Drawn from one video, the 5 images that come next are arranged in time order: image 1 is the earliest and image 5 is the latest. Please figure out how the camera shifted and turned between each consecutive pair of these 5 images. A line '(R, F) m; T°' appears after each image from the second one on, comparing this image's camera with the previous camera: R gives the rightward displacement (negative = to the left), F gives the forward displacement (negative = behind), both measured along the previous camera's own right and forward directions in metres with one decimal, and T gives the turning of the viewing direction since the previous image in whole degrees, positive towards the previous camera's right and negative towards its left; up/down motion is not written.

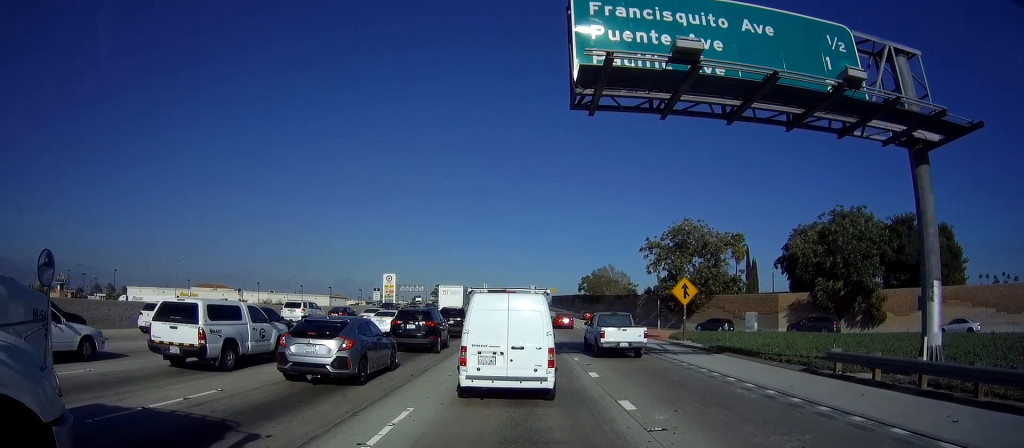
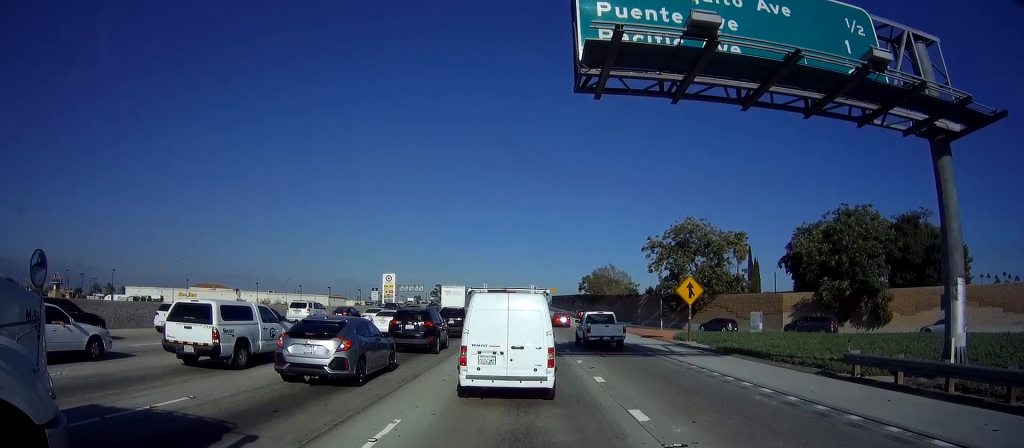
(+0.1, +1.0) m; +2°
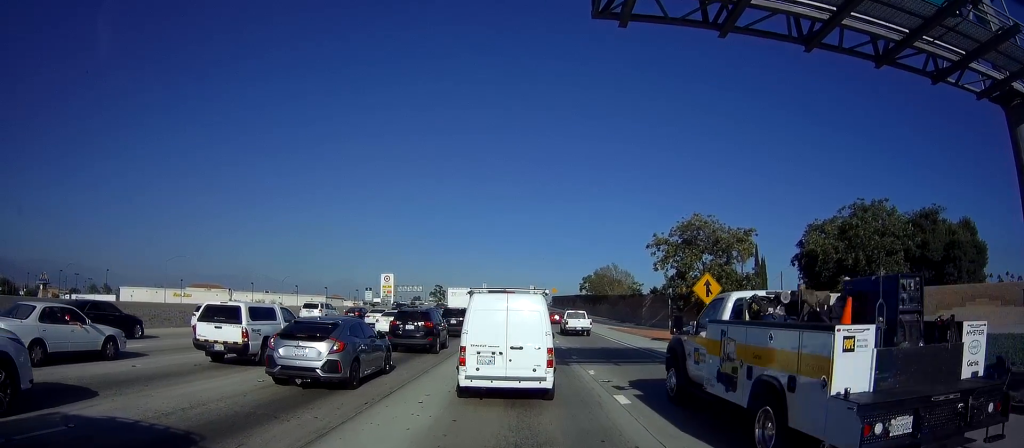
(0.0, +3.3) m; 0°
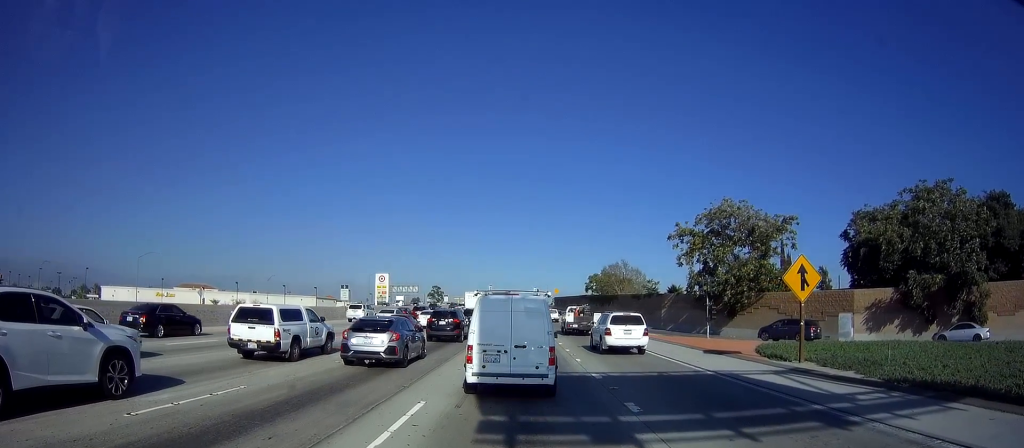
(-0.3, +11.0) m; -5°
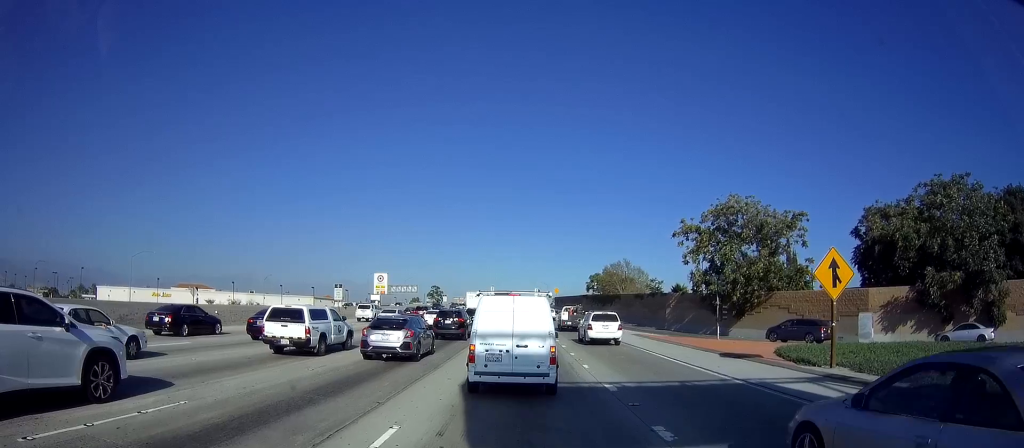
(+0.1, +2.3) m; +1°
